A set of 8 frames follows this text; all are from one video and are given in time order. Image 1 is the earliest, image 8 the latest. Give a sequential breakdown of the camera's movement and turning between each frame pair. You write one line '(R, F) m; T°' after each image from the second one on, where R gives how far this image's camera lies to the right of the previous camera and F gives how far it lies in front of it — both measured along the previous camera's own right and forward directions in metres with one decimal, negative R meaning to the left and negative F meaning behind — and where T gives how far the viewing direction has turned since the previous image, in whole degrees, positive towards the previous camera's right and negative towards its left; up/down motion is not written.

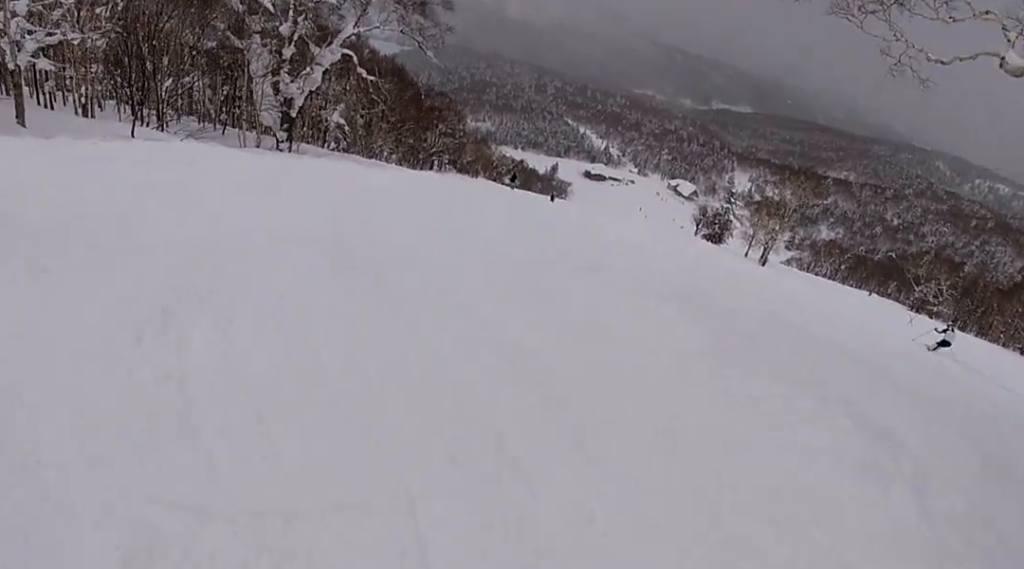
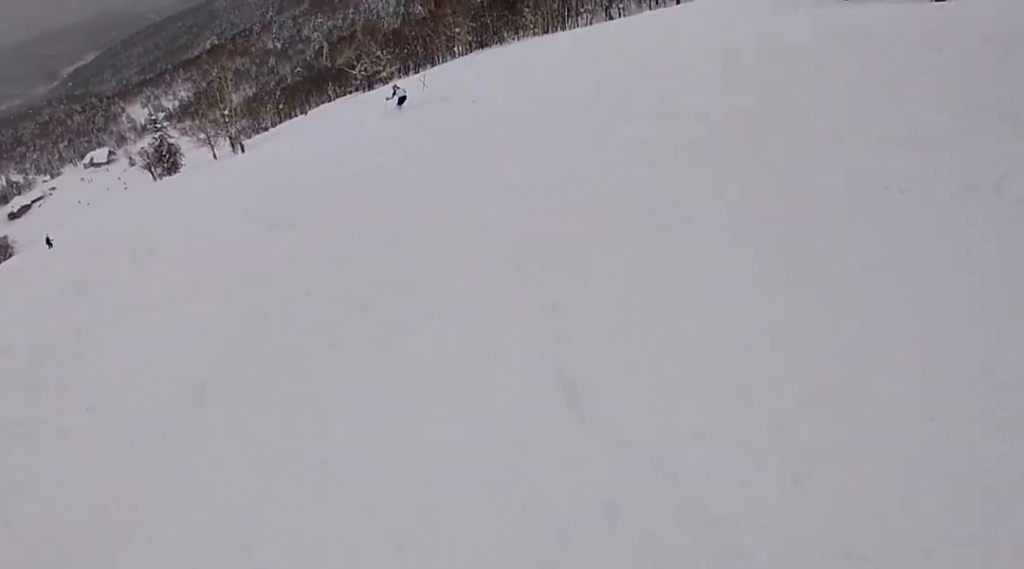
(+1.9, +9.0) m; +34°
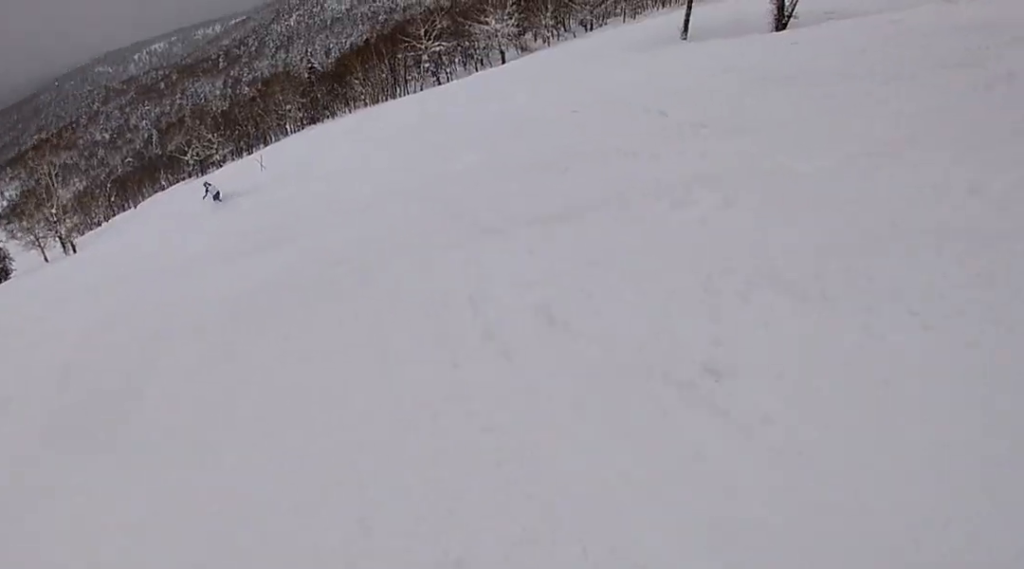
(+0.2, +2.6) m; +18°
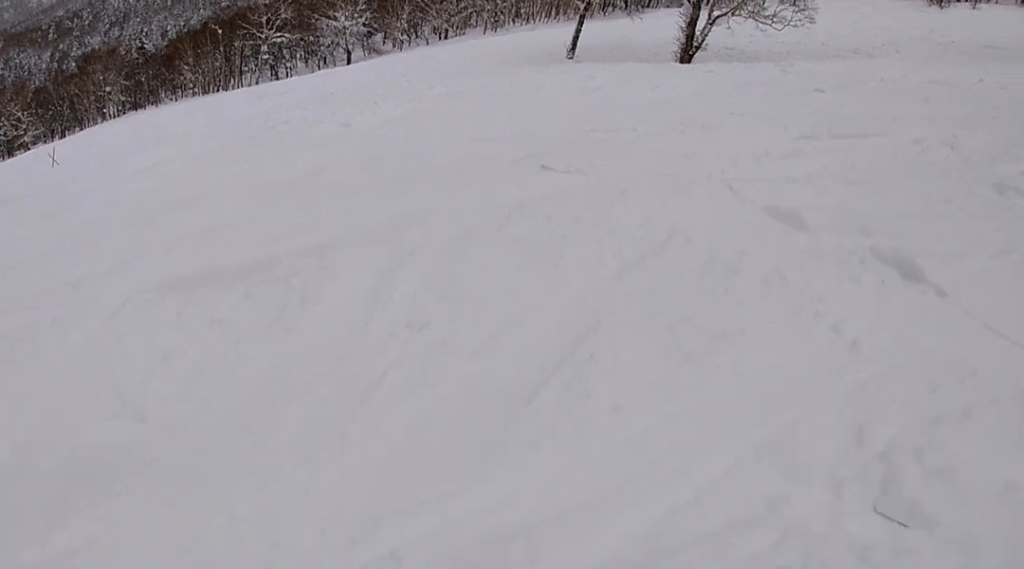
(+2.8, +6.0) m; +26°
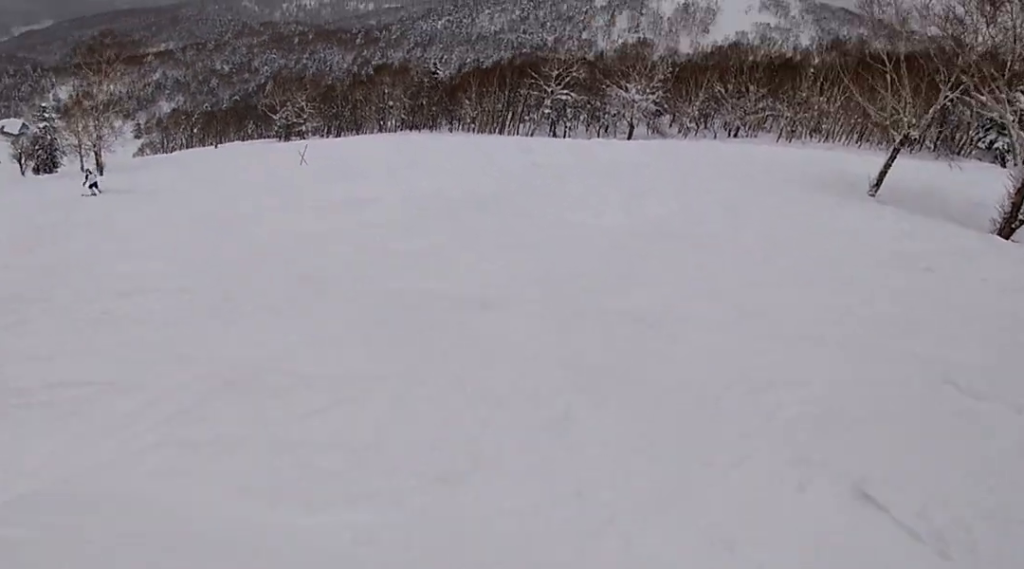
(0.0, +3.3) m; -16°
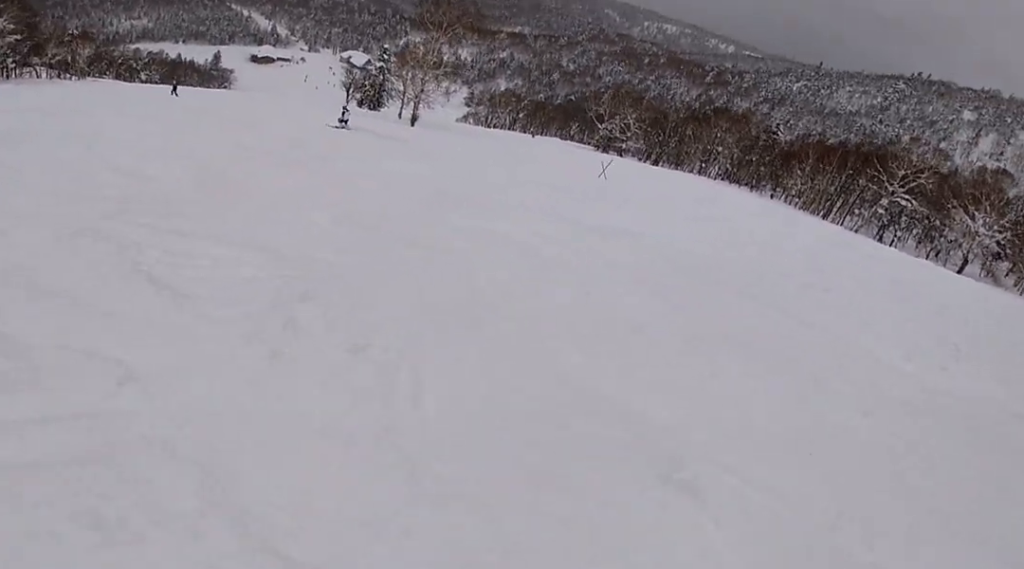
(+0.1, +2.7) m; -26°
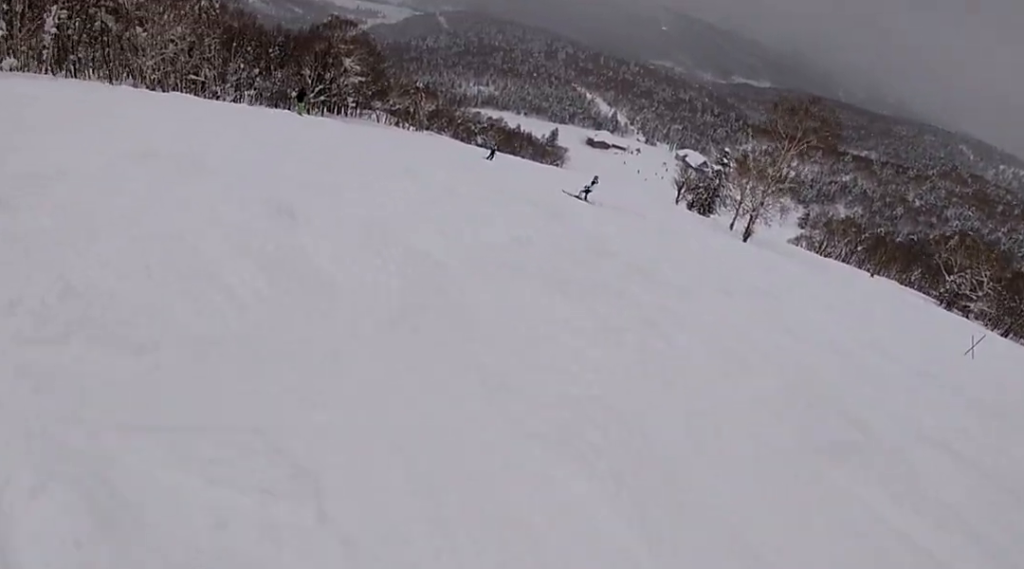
(-2.2, +4.2) m; -43°
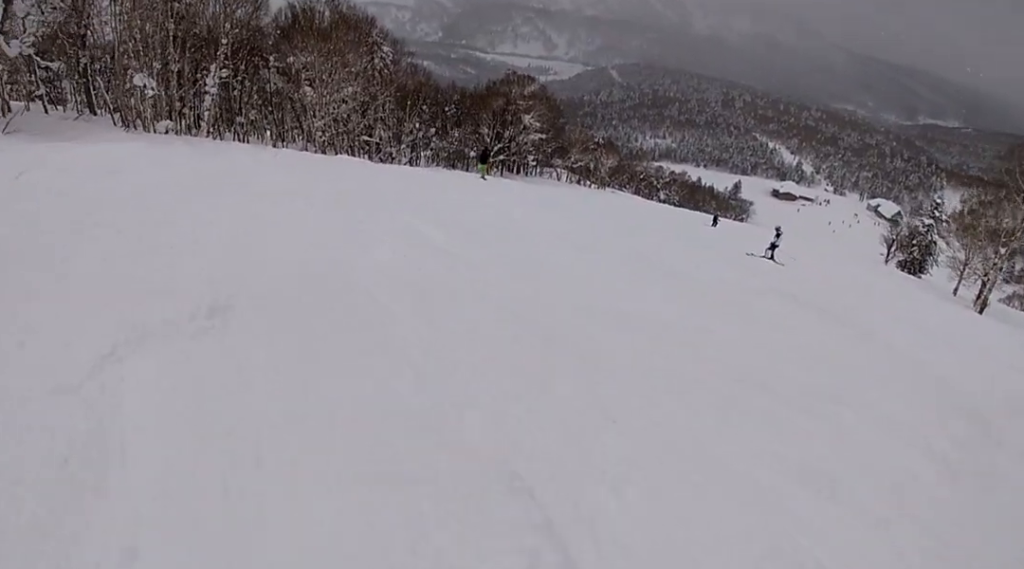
(-1.2, +4.7) m; -13°
